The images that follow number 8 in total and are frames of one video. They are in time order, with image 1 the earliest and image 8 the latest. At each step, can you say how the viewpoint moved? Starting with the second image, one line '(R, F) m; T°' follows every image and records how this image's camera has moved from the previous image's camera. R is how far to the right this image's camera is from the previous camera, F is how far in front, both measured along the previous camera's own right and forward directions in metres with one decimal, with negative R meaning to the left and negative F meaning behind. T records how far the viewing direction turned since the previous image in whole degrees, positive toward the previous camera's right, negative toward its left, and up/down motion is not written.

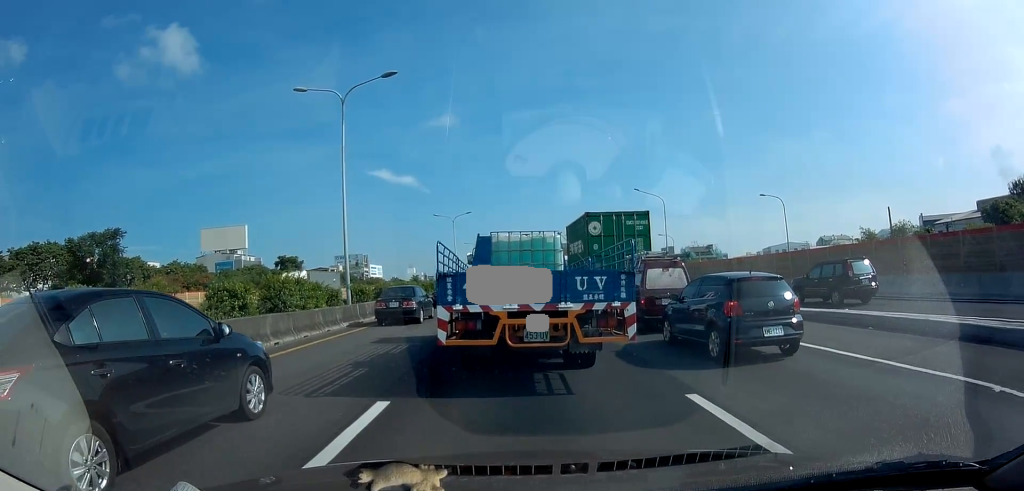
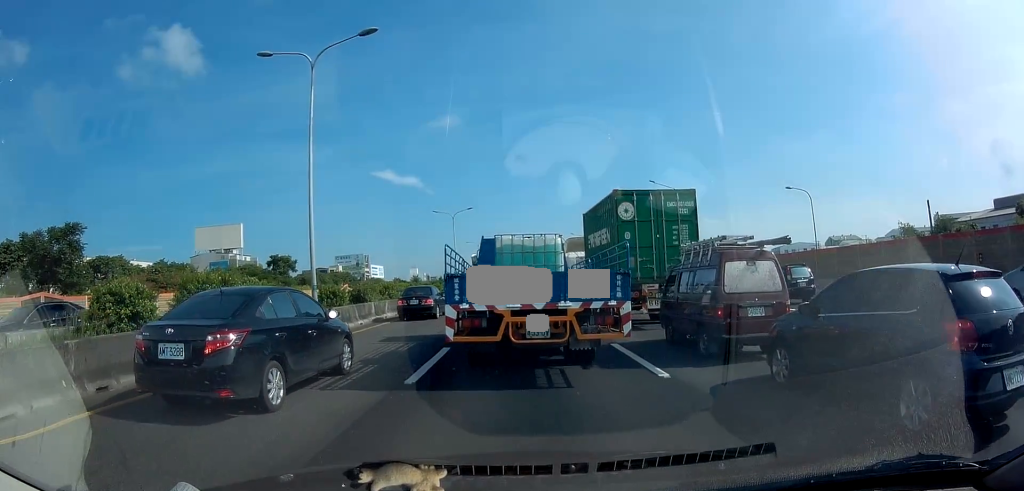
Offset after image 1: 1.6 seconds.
(0.0, +4.5) m; 0°
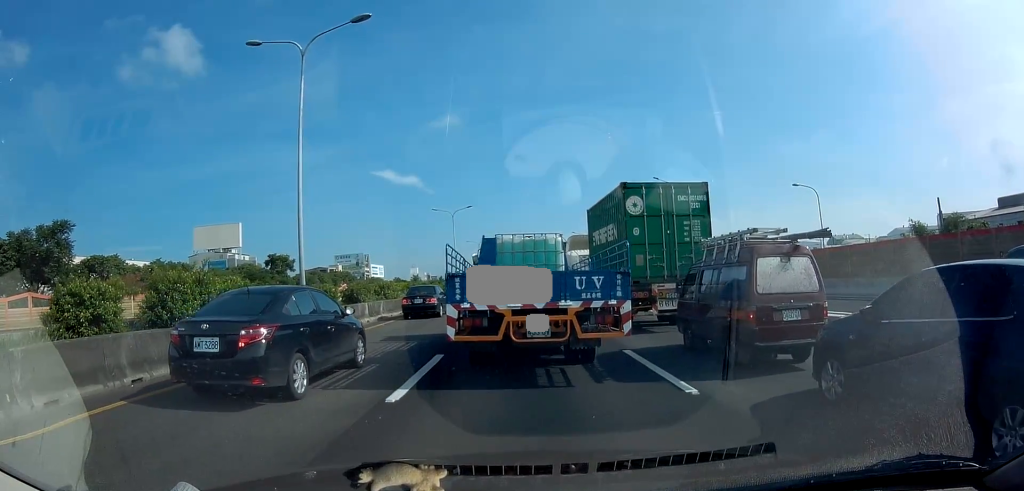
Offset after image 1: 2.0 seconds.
(0.0, +1.1) m; 0°
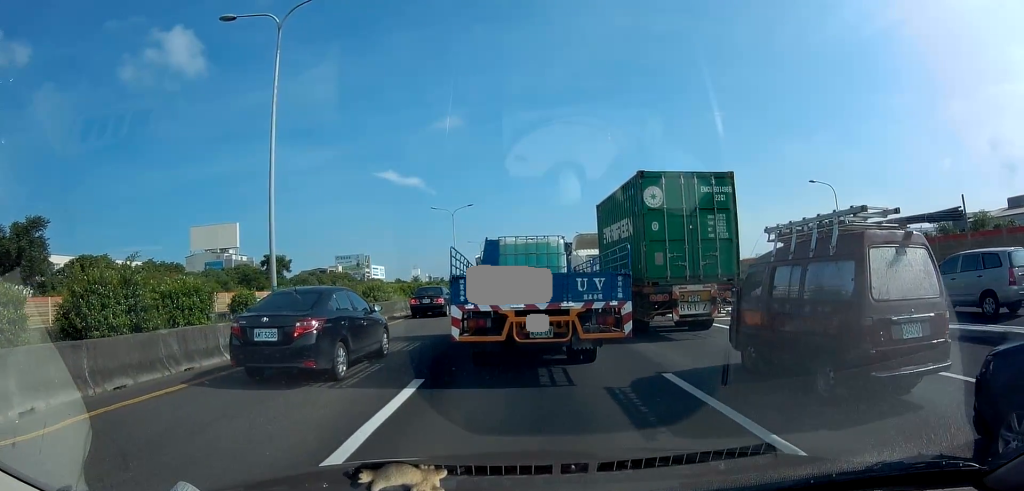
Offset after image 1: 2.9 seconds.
(0.0, +2.5) m; 0°
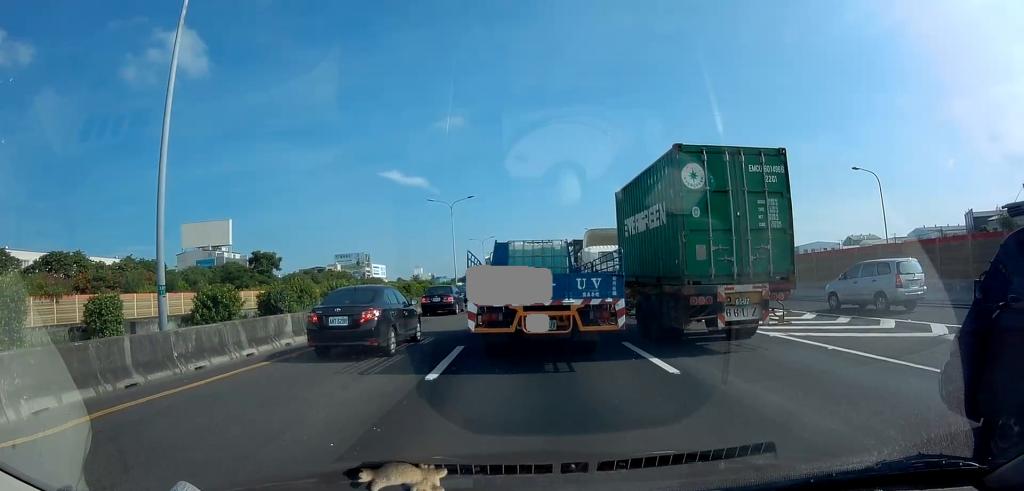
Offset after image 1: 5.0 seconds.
(0.0, +6.0) m; 0°
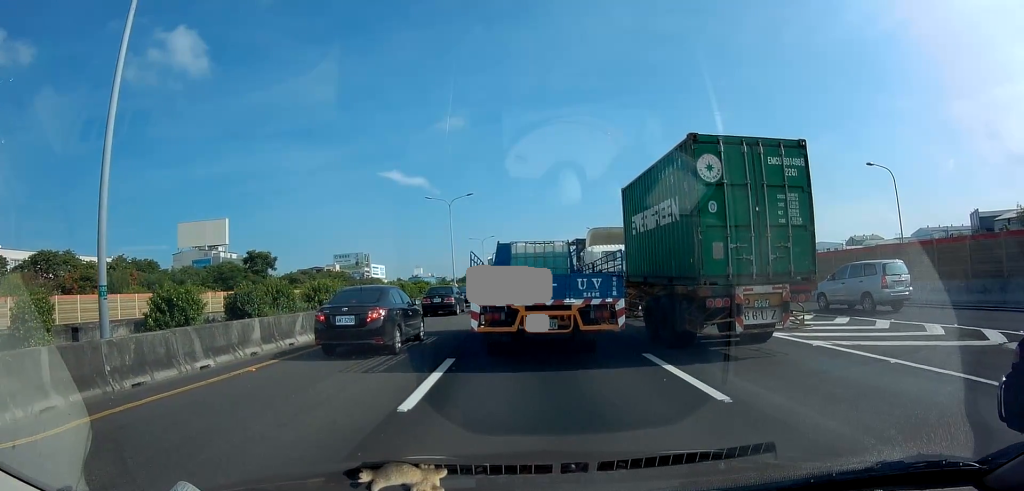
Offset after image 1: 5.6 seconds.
(0.0, +1.9) m; 0°
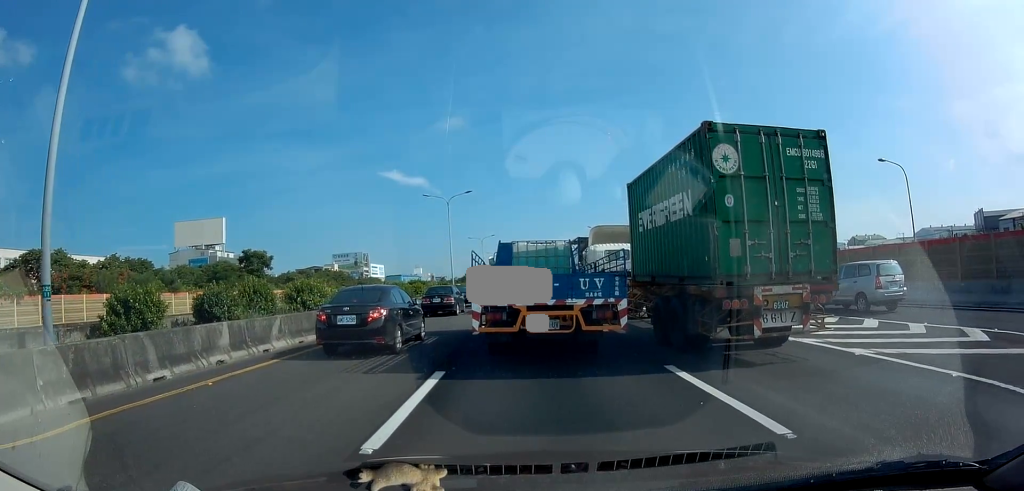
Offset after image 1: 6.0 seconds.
(0.0, +1.4) m; 0°
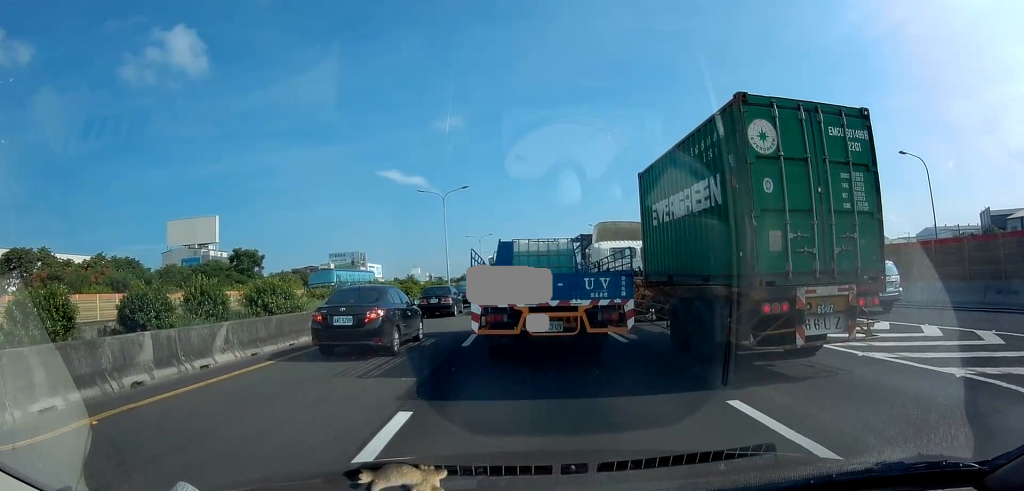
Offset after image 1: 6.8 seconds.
(0.0, +2.6) m; 0°
